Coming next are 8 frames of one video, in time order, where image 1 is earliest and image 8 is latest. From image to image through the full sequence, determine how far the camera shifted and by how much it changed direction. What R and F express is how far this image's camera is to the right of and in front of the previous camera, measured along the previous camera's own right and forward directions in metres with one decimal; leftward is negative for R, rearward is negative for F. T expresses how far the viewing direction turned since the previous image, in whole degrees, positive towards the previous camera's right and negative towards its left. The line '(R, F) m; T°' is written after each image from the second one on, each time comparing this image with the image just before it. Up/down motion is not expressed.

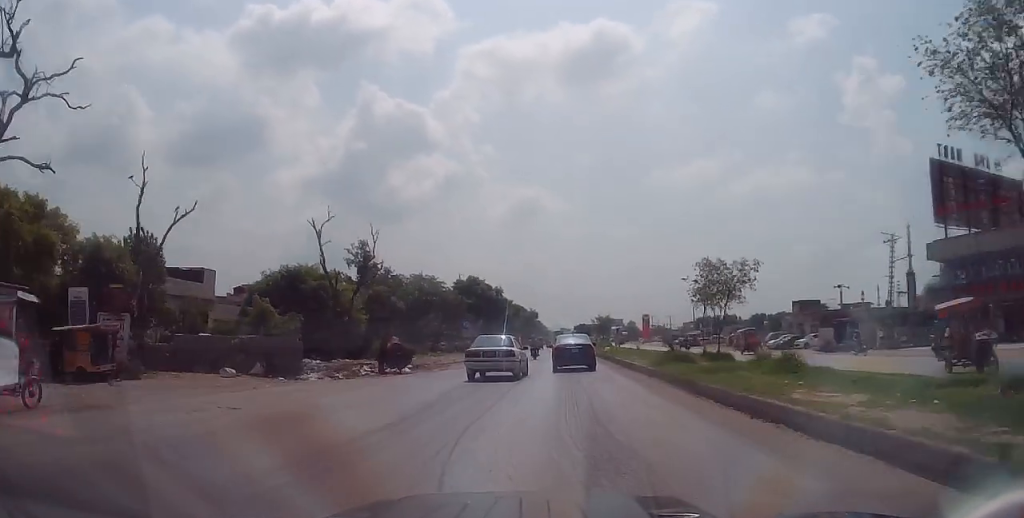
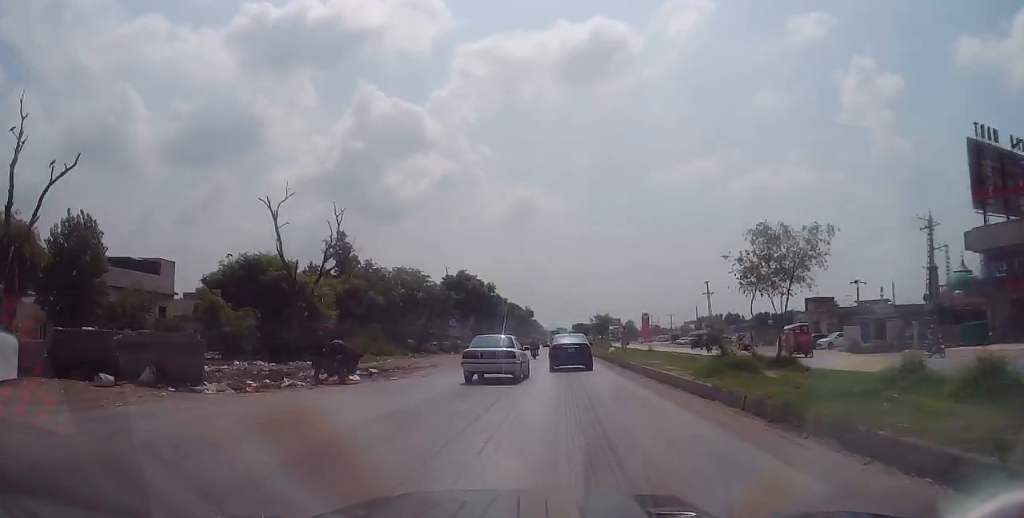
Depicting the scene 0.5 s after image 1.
(0.0, +6.6) m; 0°
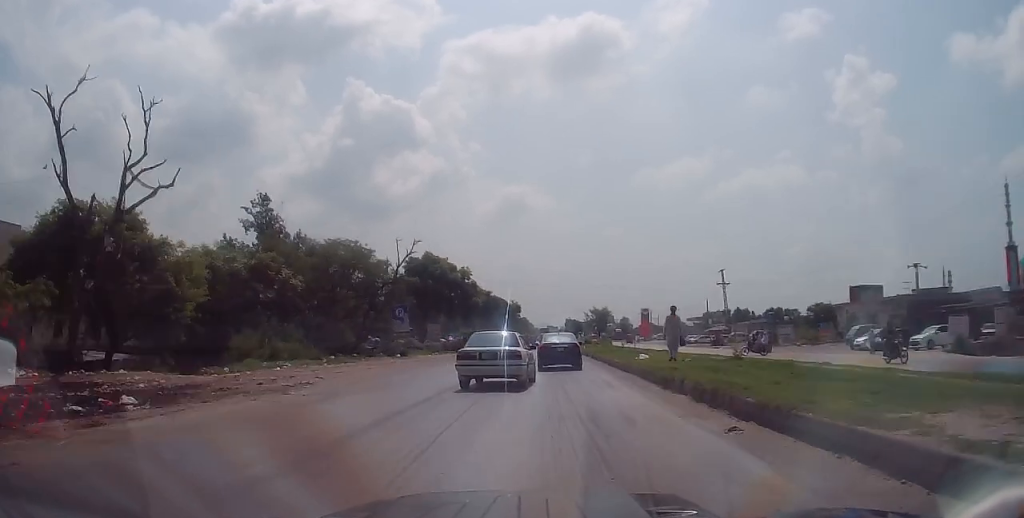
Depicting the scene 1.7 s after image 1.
(-0.2, +17.9) m; +1°
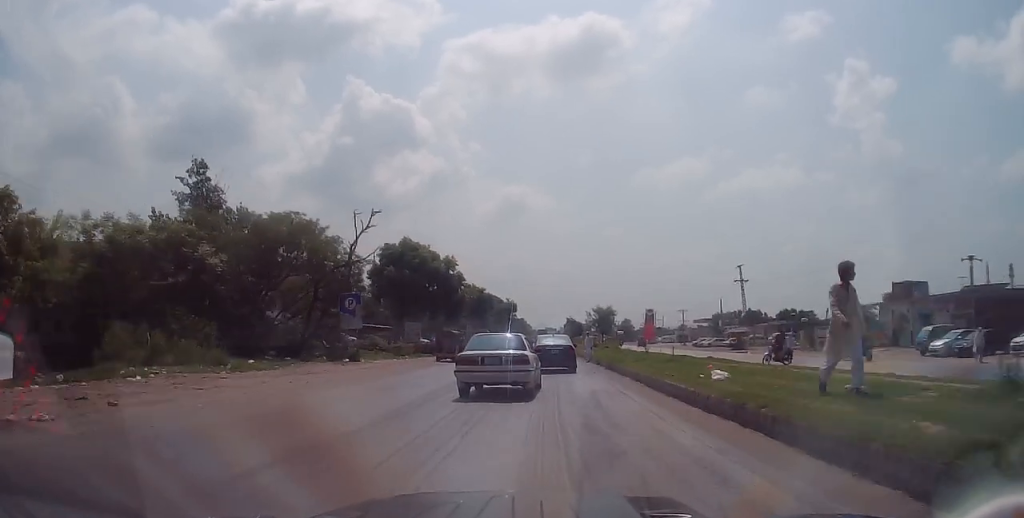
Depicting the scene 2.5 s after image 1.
(+0.2, +10.8) m; +1°
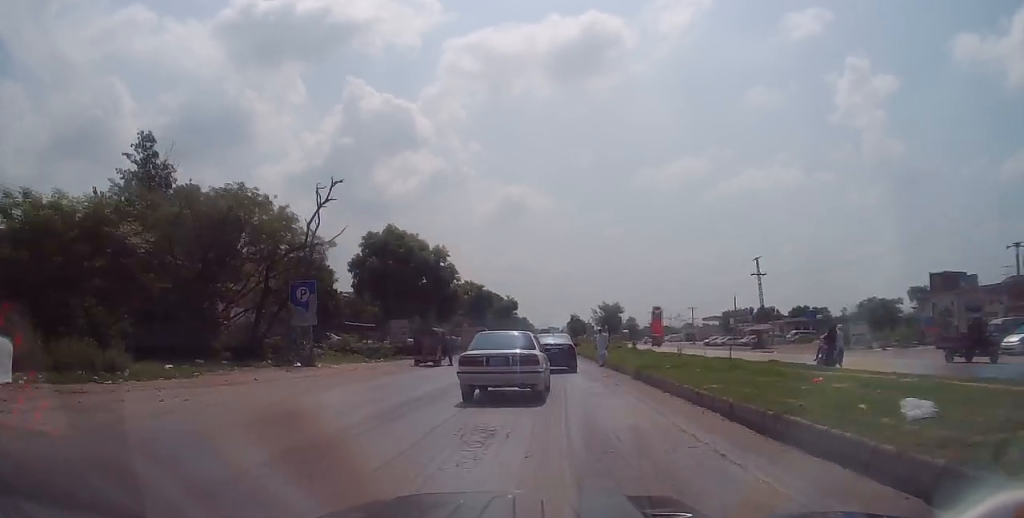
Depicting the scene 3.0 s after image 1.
(+0.4, +7.0) m; 0°
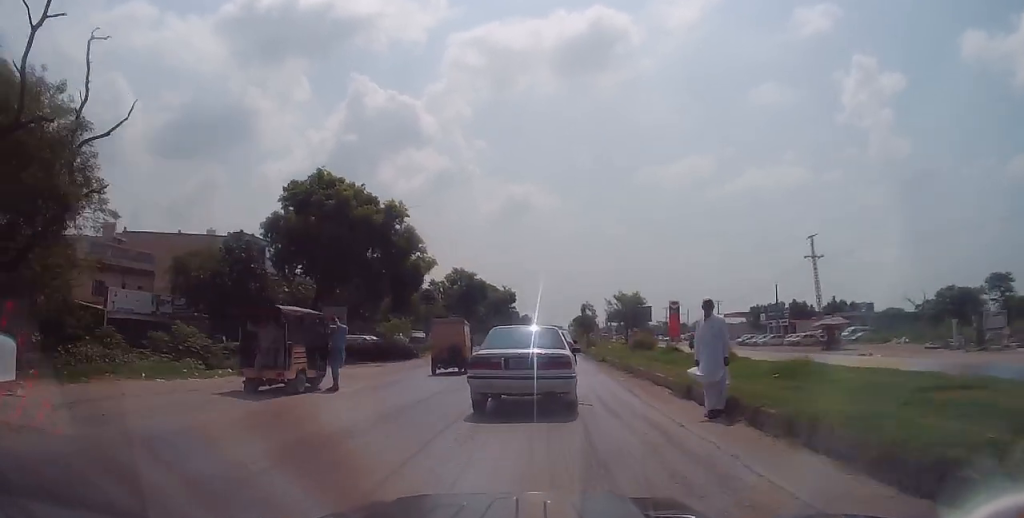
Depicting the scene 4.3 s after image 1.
(-0.7, +17.8) m; -1°
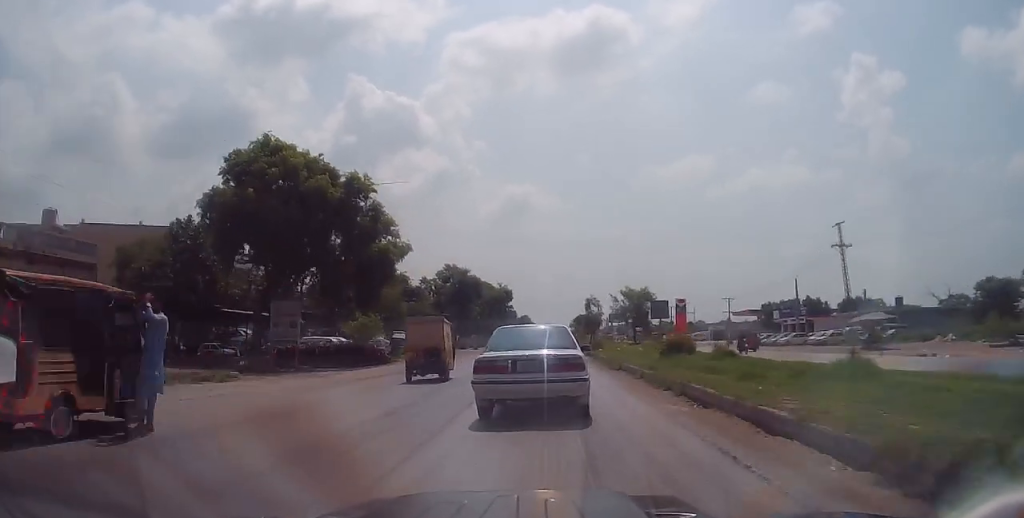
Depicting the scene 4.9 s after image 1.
(+0.4, +7.4) m; +1°
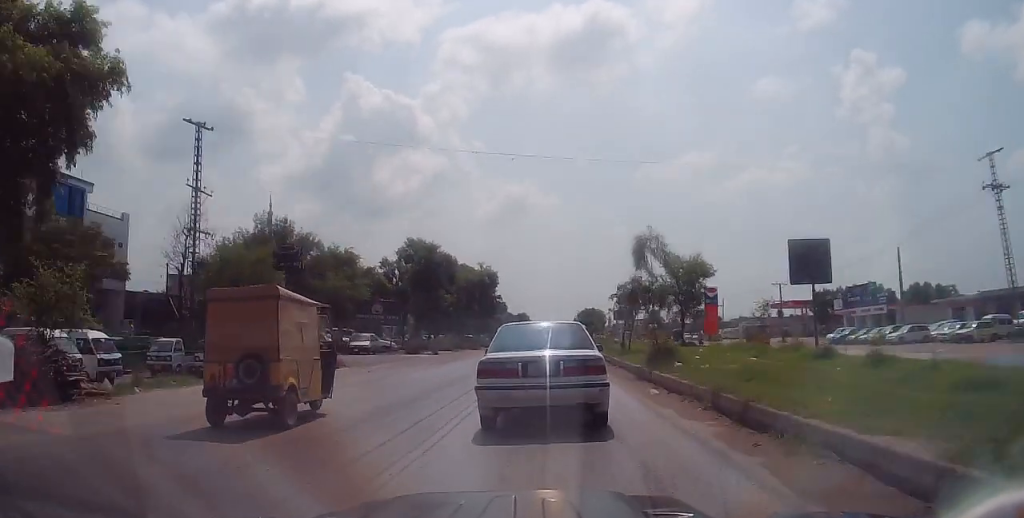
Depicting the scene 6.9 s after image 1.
(-0.4, +25.0) m; -2°
